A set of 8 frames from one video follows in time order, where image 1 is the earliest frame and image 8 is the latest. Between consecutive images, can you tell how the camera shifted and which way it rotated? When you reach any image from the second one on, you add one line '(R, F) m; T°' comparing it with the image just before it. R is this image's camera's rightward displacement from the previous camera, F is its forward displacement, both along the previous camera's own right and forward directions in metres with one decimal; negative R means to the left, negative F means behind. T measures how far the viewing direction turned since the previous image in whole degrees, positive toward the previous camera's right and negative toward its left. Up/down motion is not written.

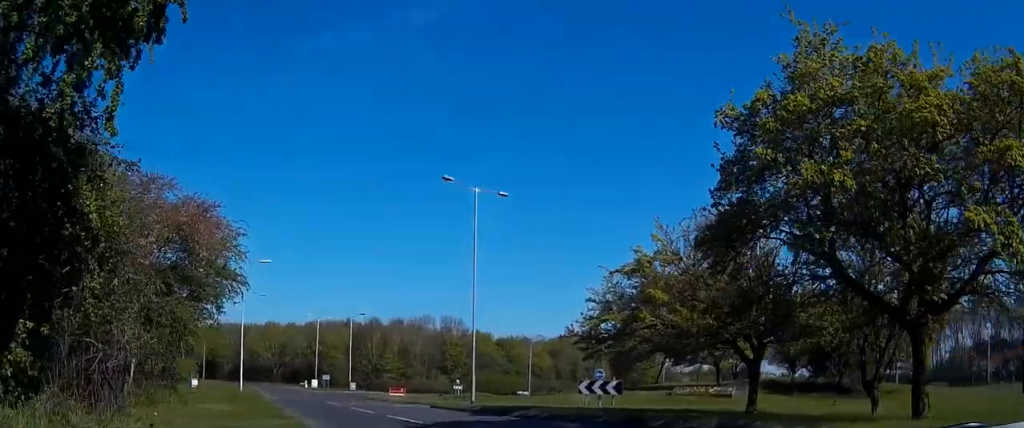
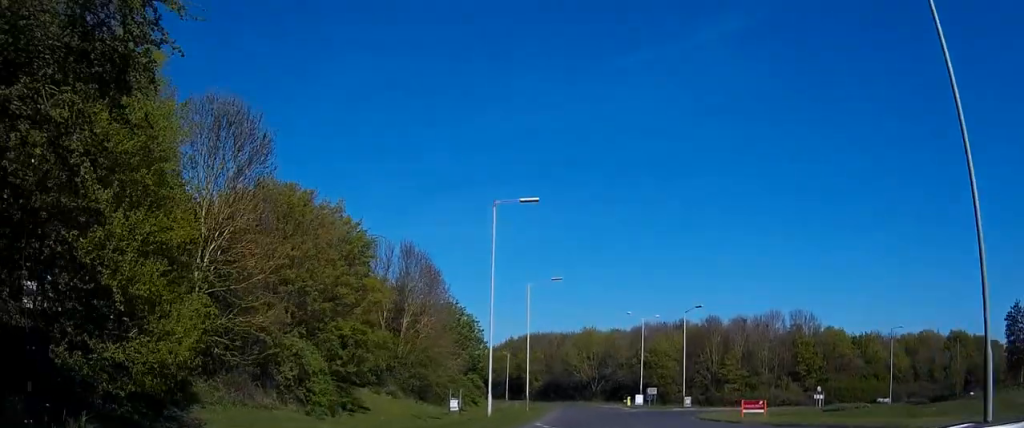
(-4.9, +21.5) m; -23°
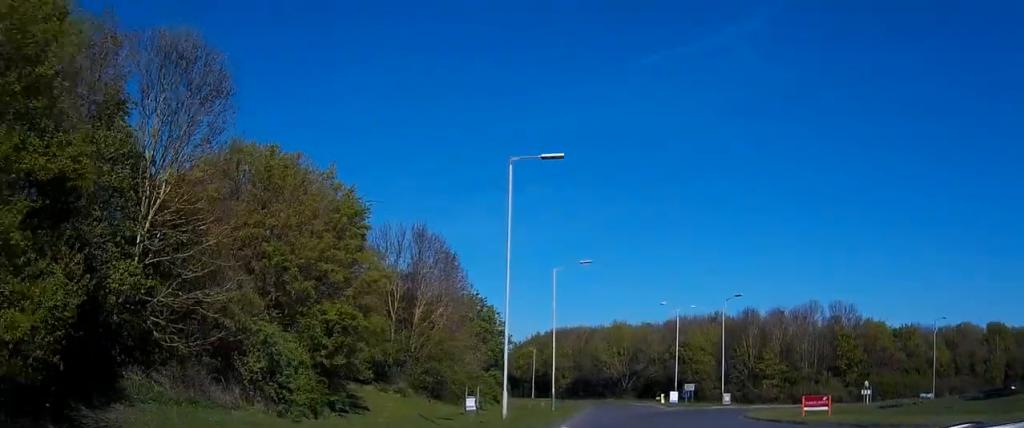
(-0.2, +5.7) m; -2°
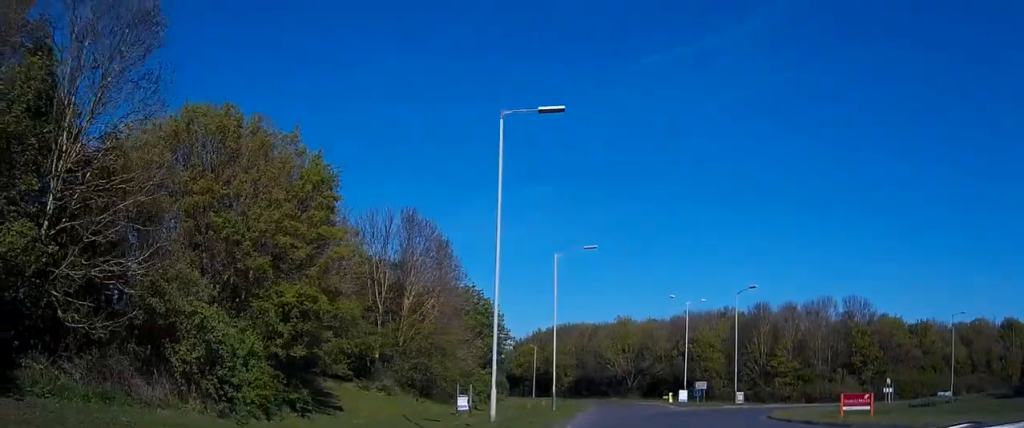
(0.0, +4.5) m; 0°
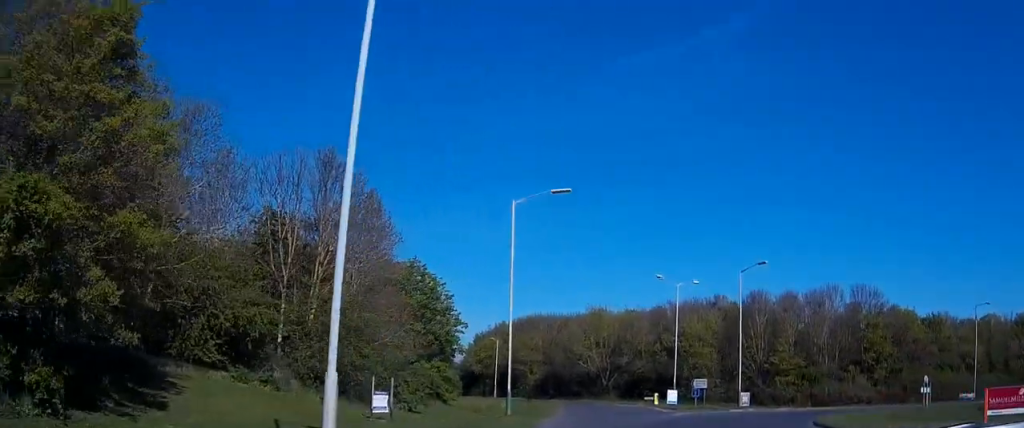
(+0.2, +12.4) m; +4°
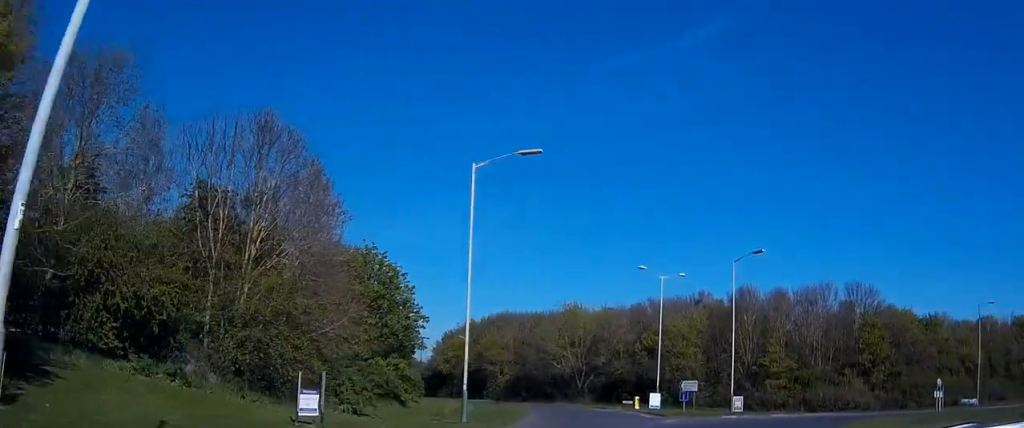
(0.0, +5.6) m; +3°
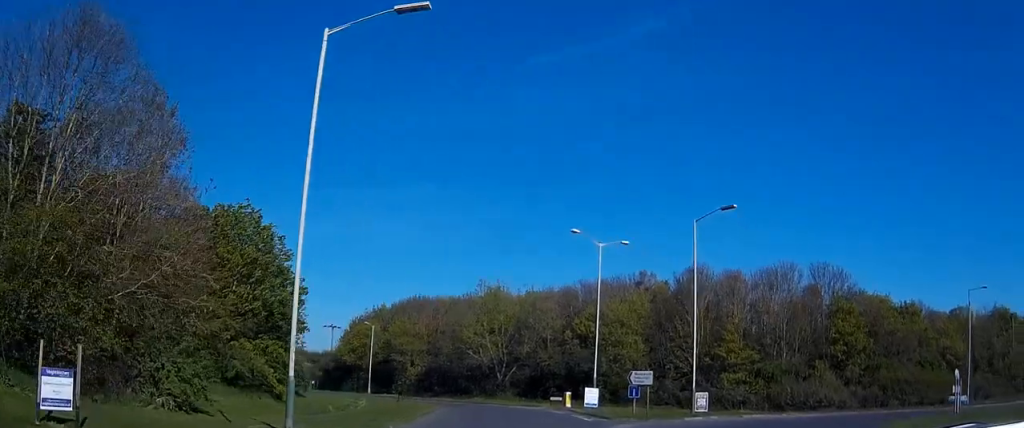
(+0.6, +11.3) m; +7°
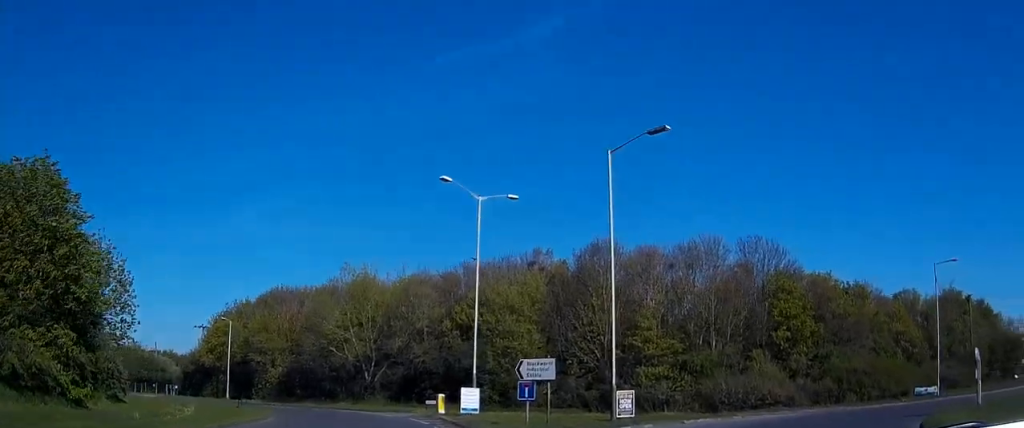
(+0.8, +11.4) m; +10°
